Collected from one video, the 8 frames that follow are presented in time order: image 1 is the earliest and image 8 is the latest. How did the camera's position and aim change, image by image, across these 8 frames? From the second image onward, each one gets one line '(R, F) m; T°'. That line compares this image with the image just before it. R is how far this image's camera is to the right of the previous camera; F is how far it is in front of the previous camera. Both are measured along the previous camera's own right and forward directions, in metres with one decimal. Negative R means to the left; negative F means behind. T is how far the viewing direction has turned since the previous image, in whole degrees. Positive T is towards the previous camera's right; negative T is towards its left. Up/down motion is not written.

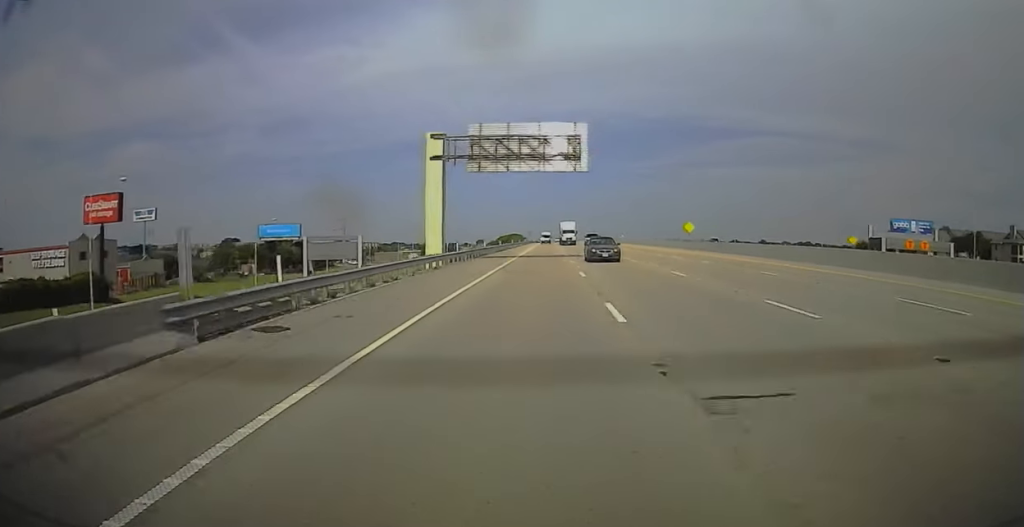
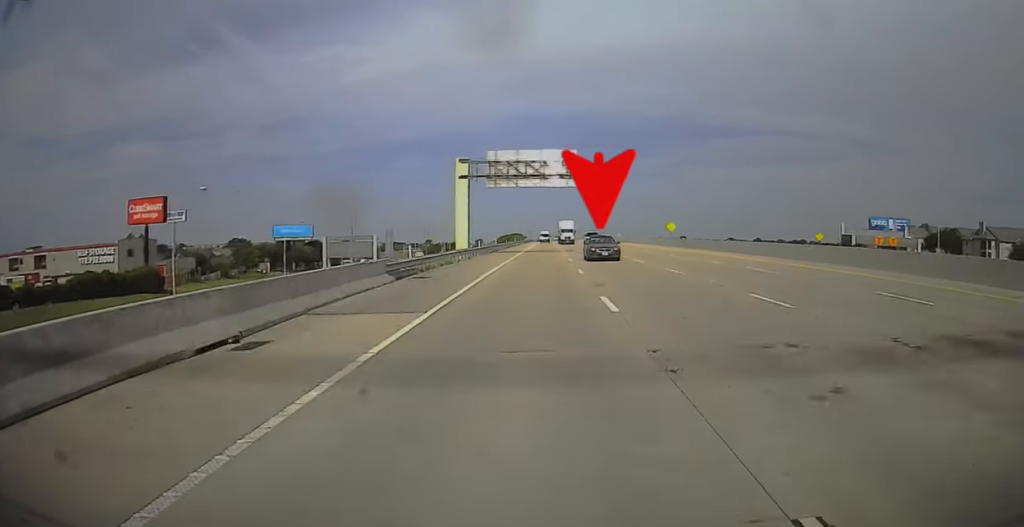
(+0.1, +13.2) m; 0°
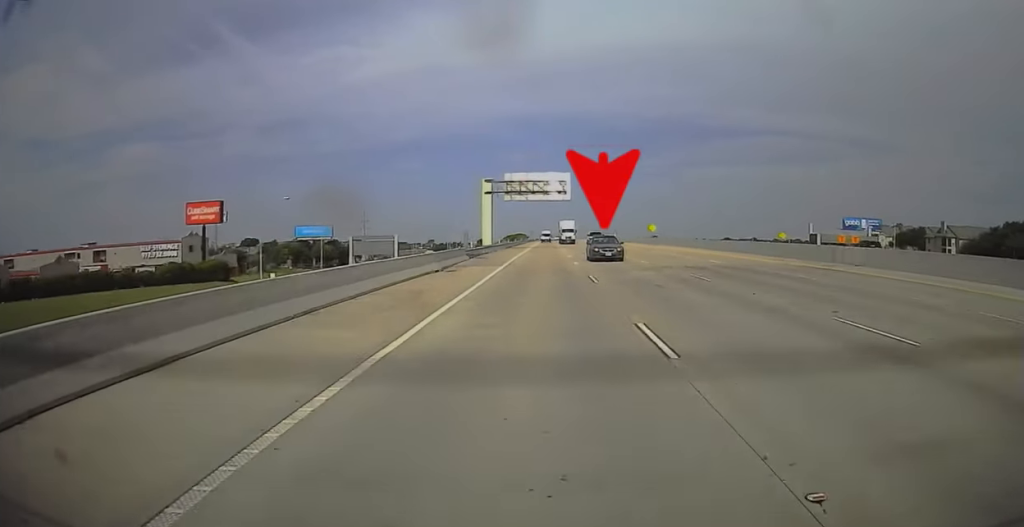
(+0.1, +19.6) m; 0°
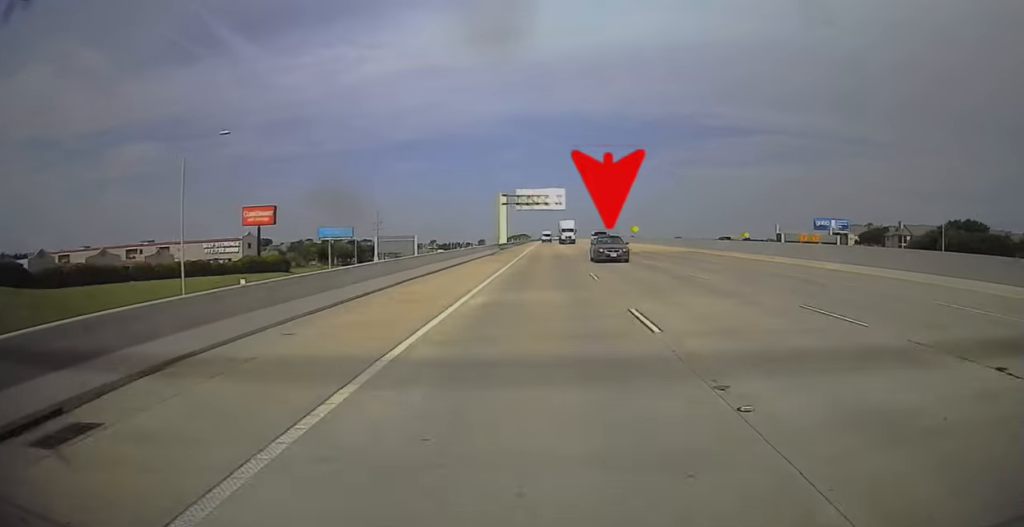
(0.0, +24.1) m; 0°
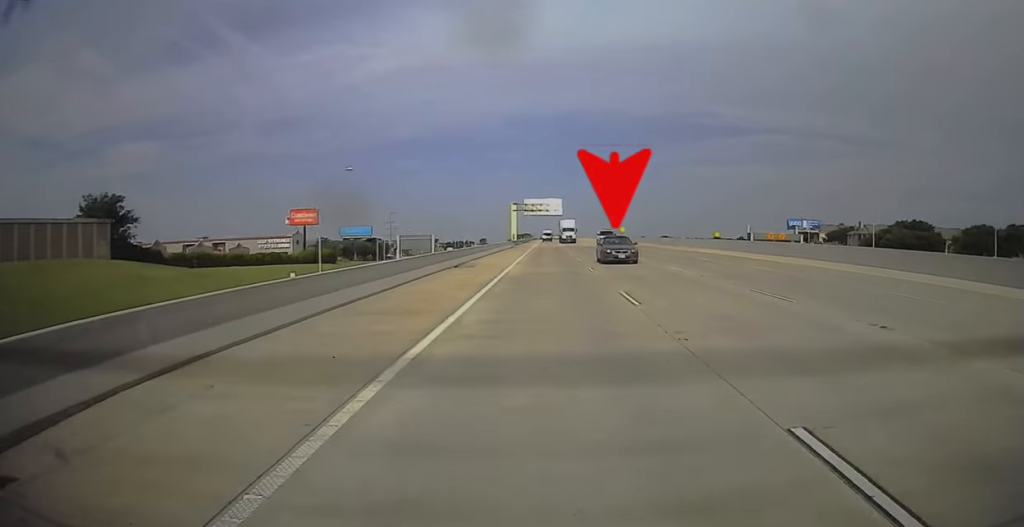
(0.0, +25.7) m; 0°
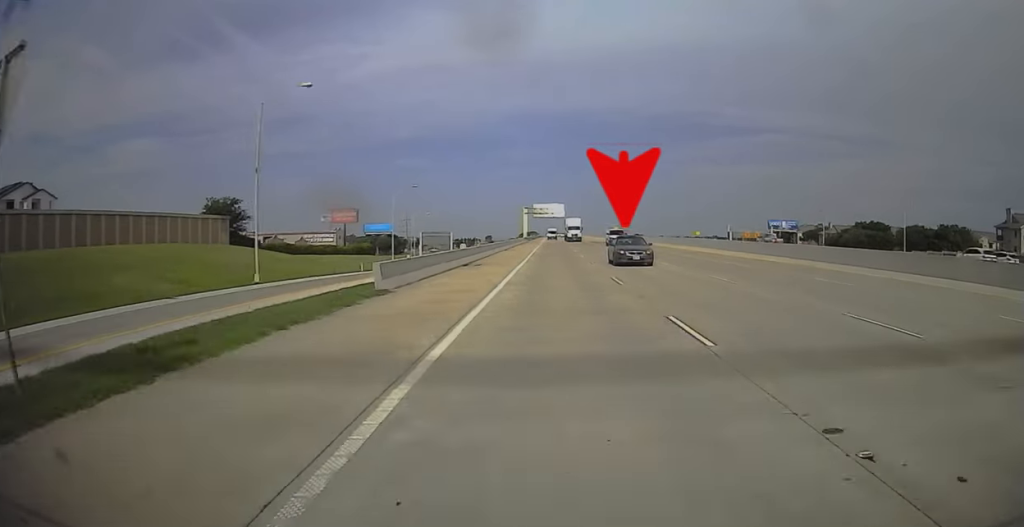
(0.0, +28.6) m; 0°
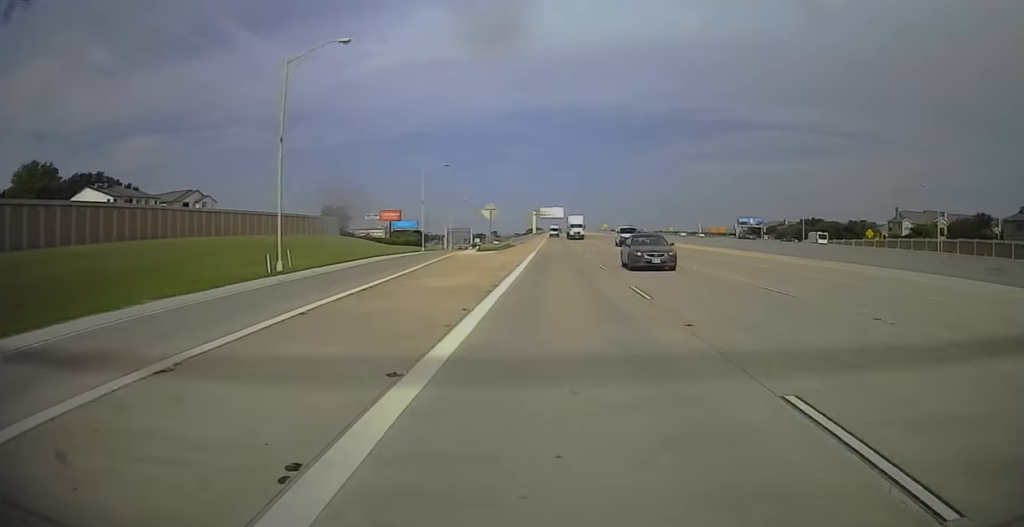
(0.0, +60.8) m; 0°
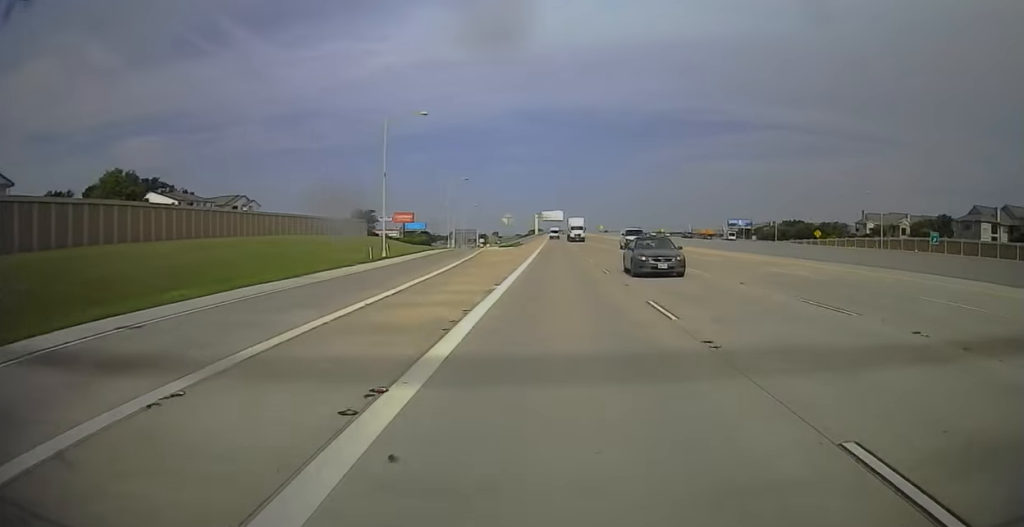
(0.0, +24.7) m; 0°
